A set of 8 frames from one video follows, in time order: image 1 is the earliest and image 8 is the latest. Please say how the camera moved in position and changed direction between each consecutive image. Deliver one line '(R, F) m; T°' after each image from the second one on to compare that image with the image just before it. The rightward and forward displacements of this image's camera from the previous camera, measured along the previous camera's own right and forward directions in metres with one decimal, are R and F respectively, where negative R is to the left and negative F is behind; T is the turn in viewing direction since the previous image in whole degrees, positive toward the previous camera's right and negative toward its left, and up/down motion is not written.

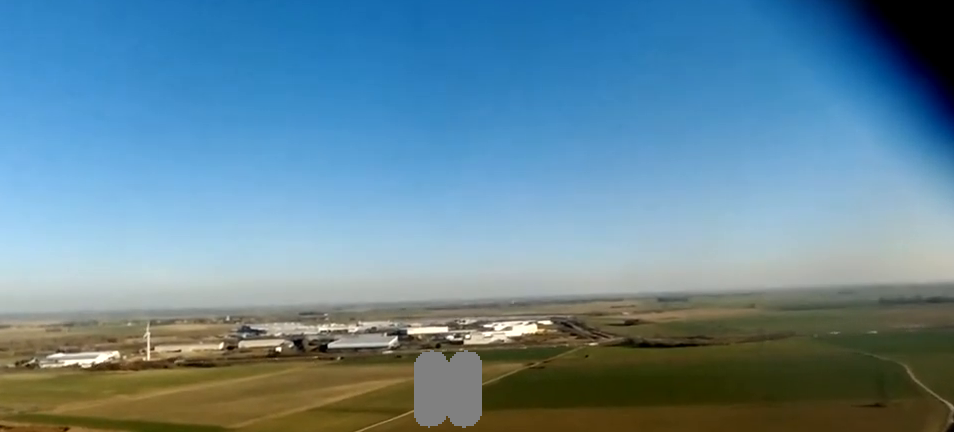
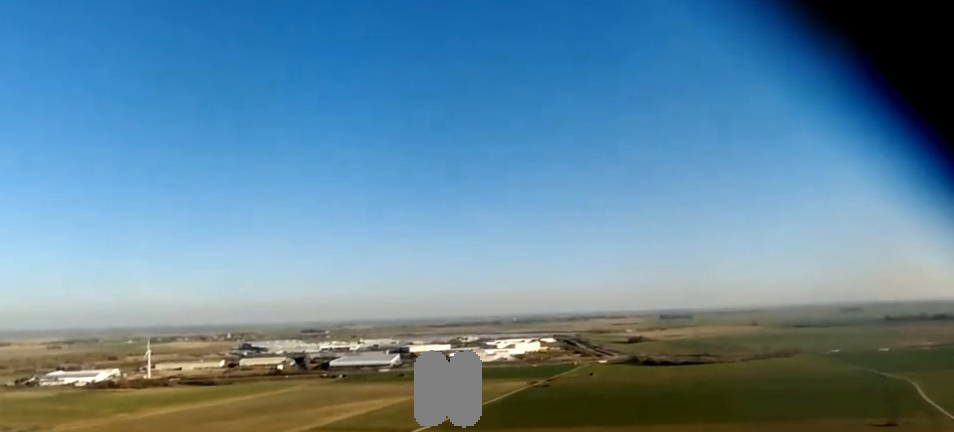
(-0.2, +7.1) m; -1°
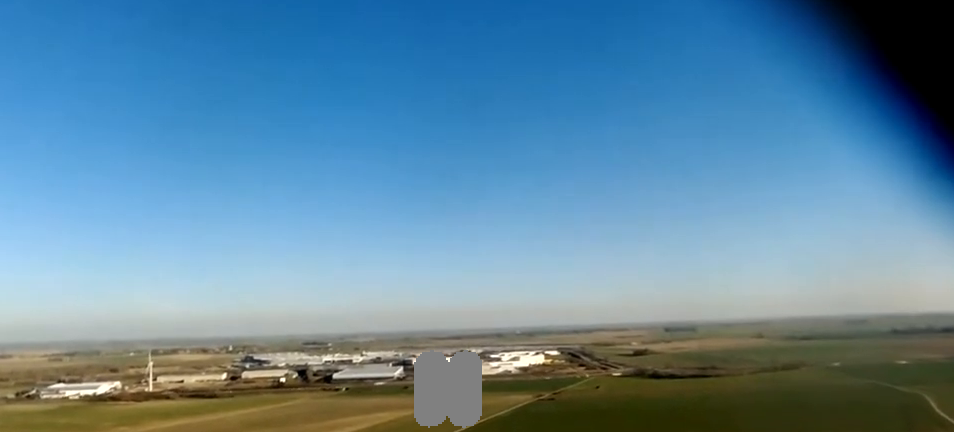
(0.0, +8.0) m; 0°
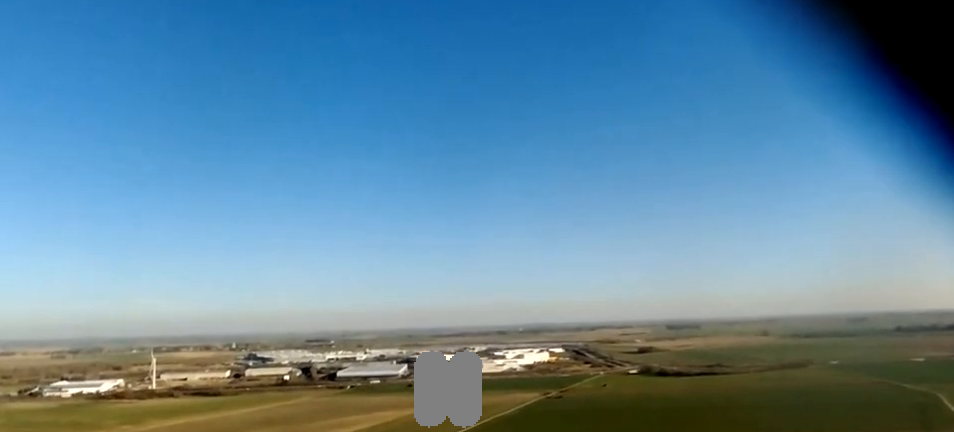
(0.0, +11.6) m; 0°
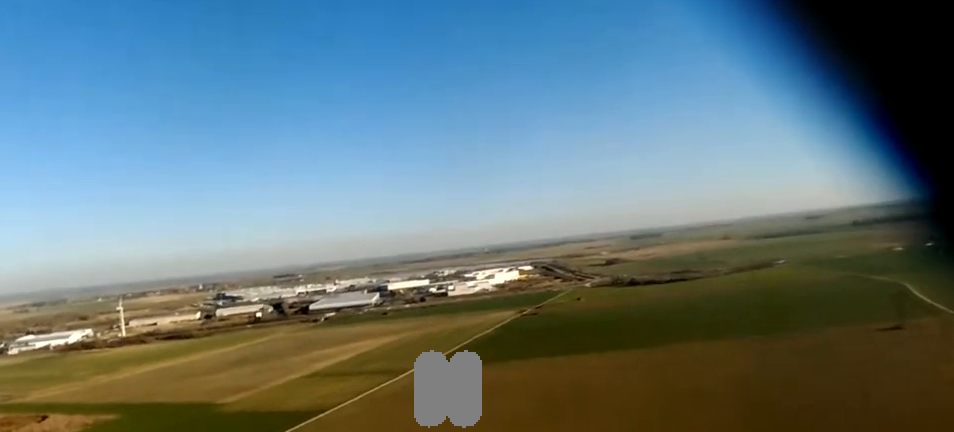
(0.0, +20.6) m; +4°
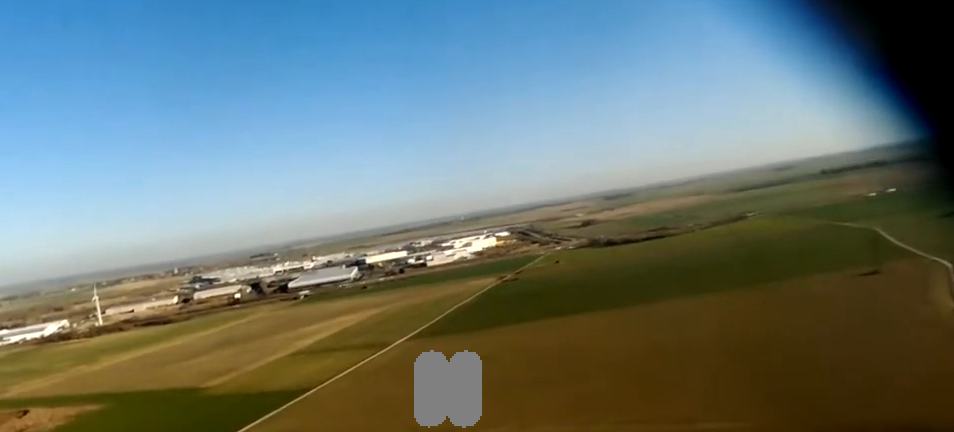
(-0.1, +6.6) m; +3°
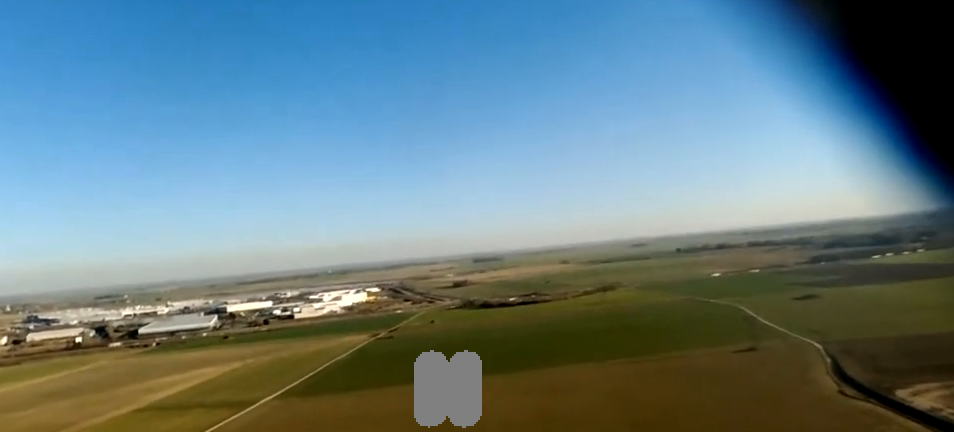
(+5.0, +39.1) m; +12°
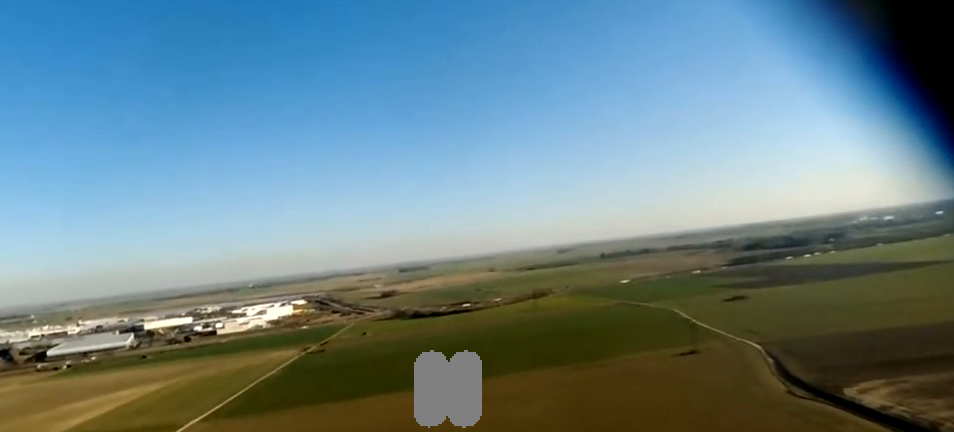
(+1.0, +28.0) m; +4°
